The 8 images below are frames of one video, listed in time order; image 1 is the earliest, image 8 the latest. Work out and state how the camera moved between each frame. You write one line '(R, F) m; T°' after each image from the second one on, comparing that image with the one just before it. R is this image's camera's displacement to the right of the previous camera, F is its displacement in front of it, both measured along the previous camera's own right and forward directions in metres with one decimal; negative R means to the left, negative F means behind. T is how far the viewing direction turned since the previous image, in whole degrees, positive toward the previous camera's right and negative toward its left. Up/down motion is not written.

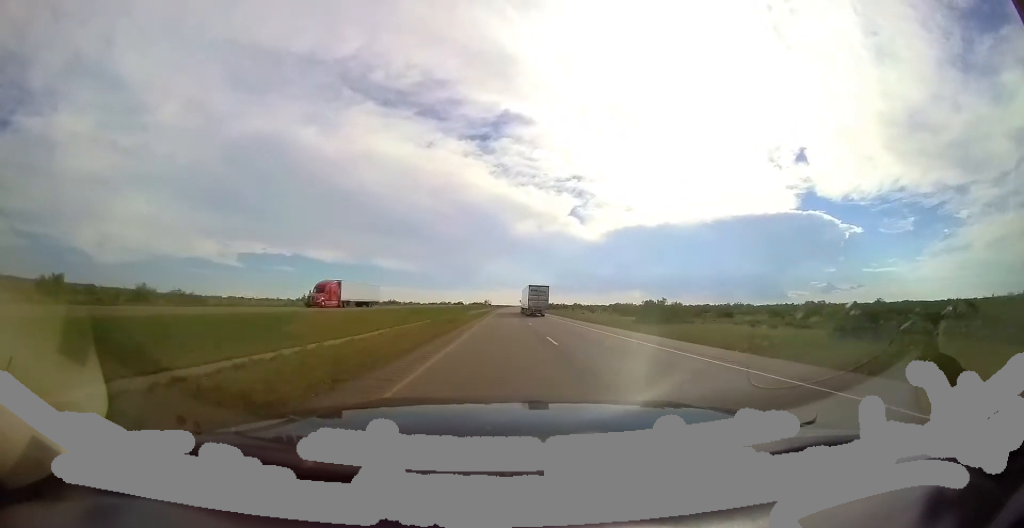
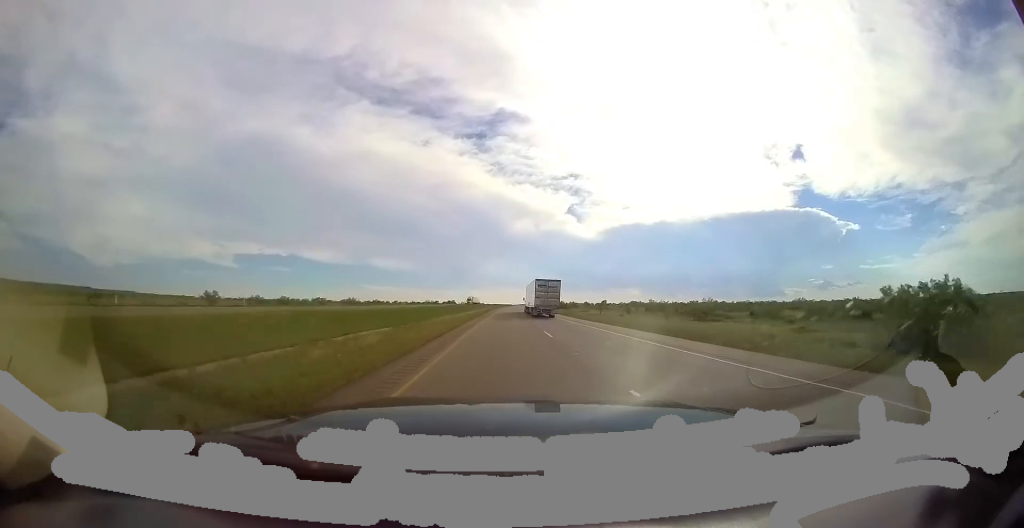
(+0.1, +33.6) m; +1°
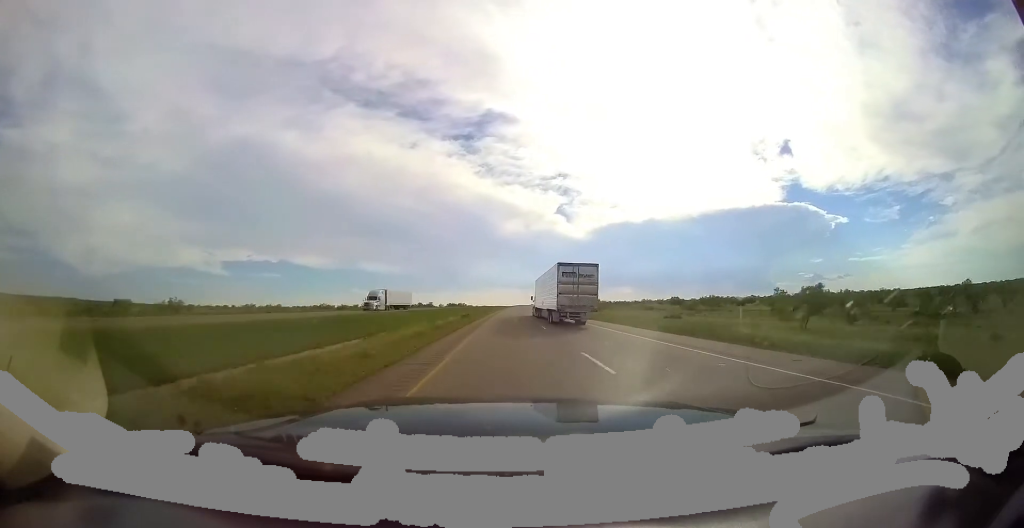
(+0.5, +55.6) m; +2°
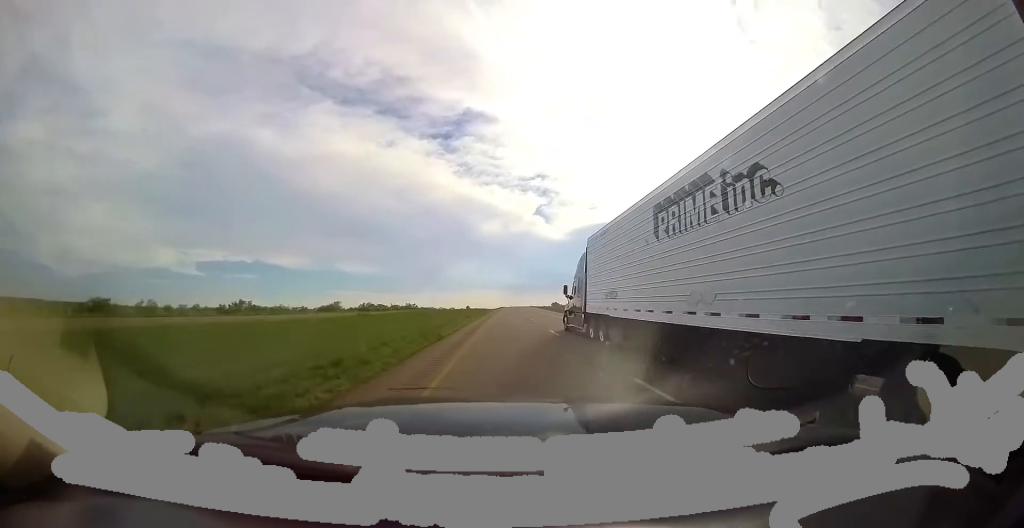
(+3.7, +99.6) m; +3°
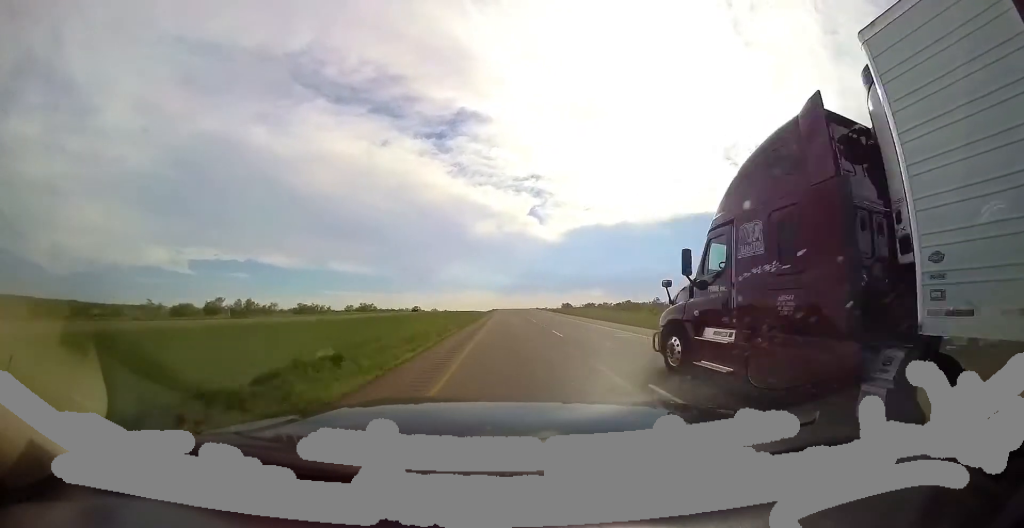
(-0.1, +48.8) m; 0°
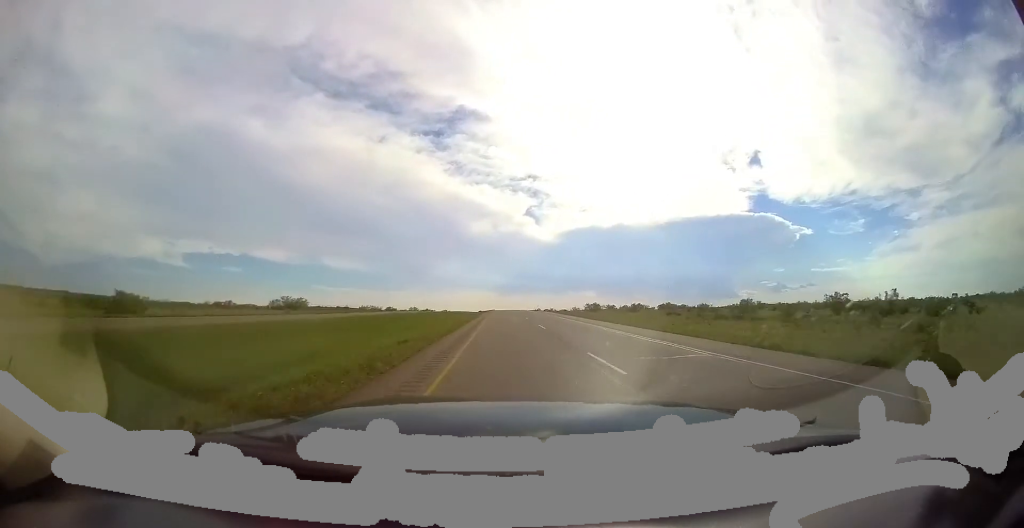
(+0.3, +44.7) m; 0°
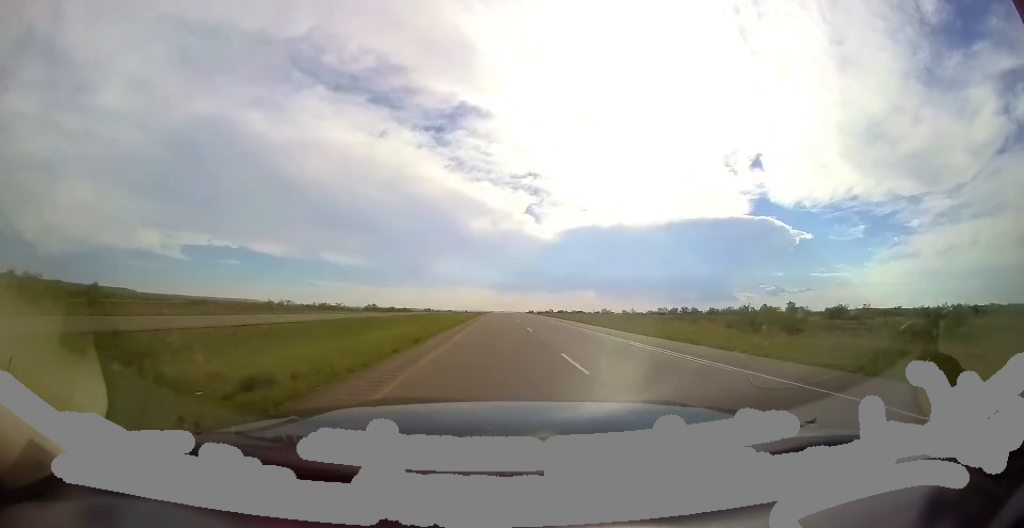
(0.0, +60.7) m; +1°
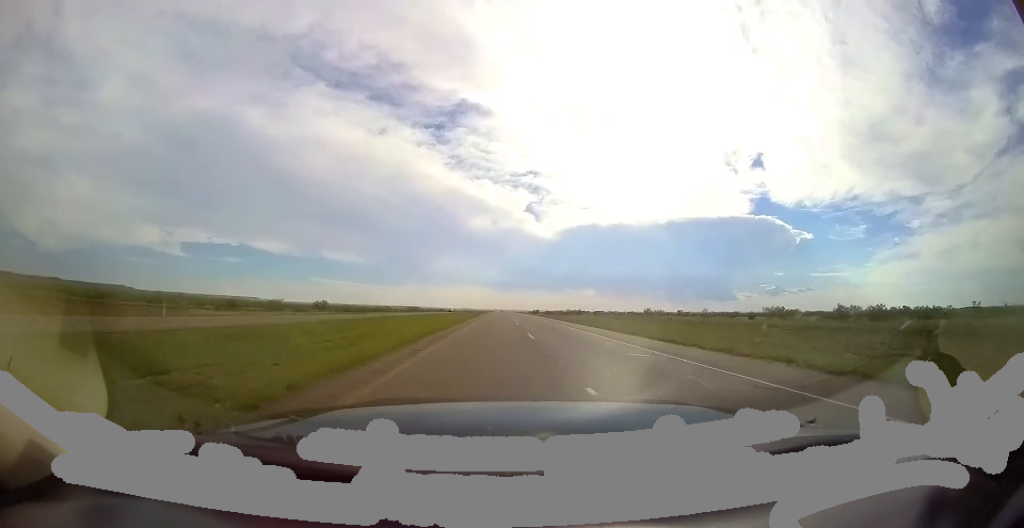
(-0.2, +40.7) m; +1°
